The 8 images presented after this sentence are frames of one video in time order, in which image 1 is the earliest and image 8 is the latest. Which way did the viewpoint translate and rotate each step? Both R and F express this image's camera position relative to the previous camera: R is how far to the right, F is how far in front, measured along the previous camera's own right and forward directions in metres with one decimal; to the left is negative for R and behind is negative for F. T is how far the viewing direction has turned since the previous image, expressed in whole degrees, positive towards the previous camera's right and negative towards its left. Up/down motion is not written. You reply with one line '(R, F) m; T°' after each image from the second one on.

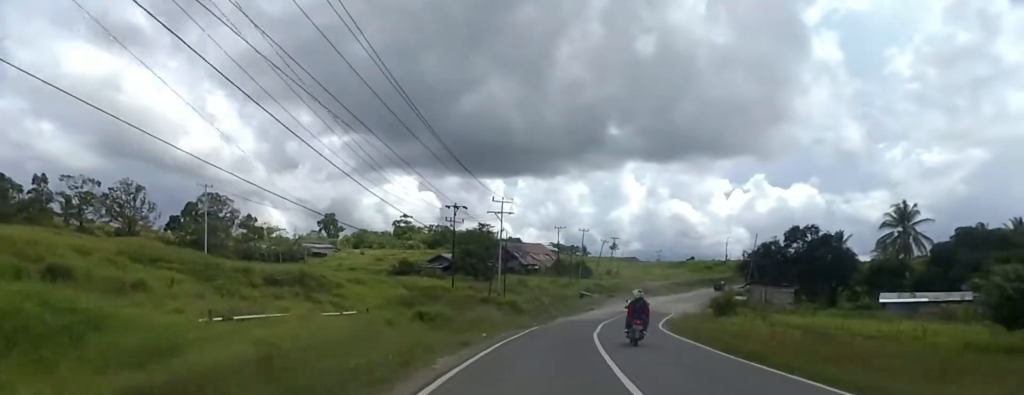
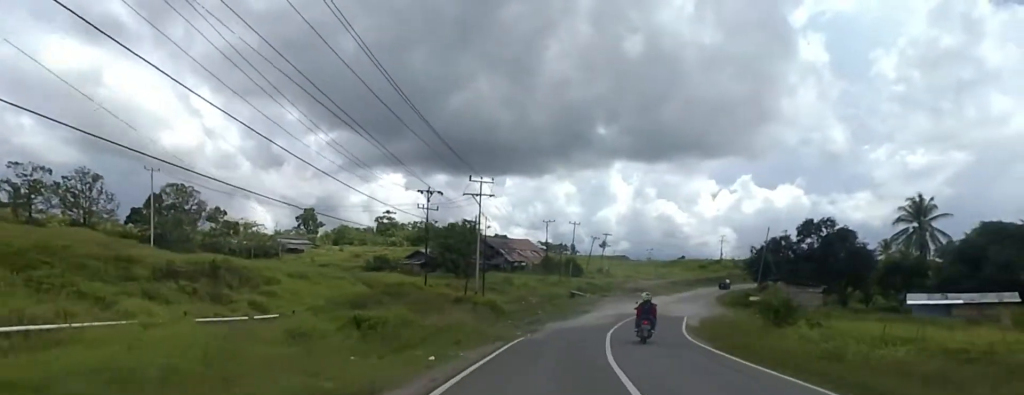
(+0.4, +8.2) m; +3°
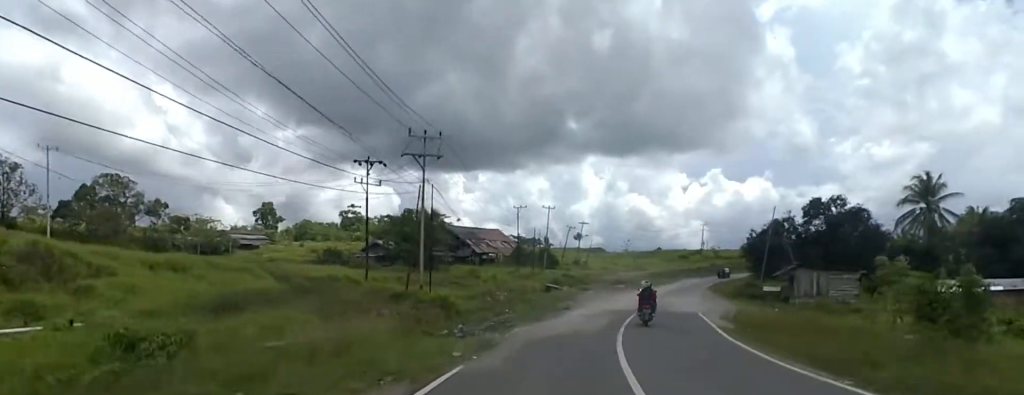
(0.0, +10.4) m; +2°
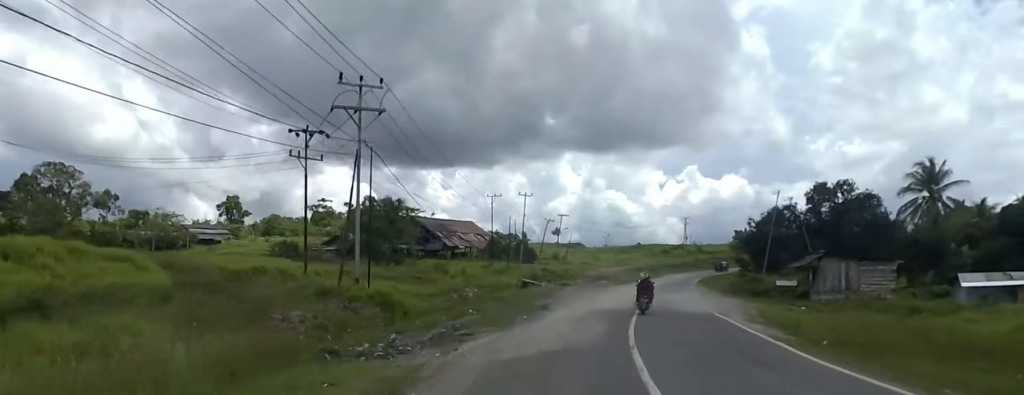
(-0.2, +7.1) m; +5°
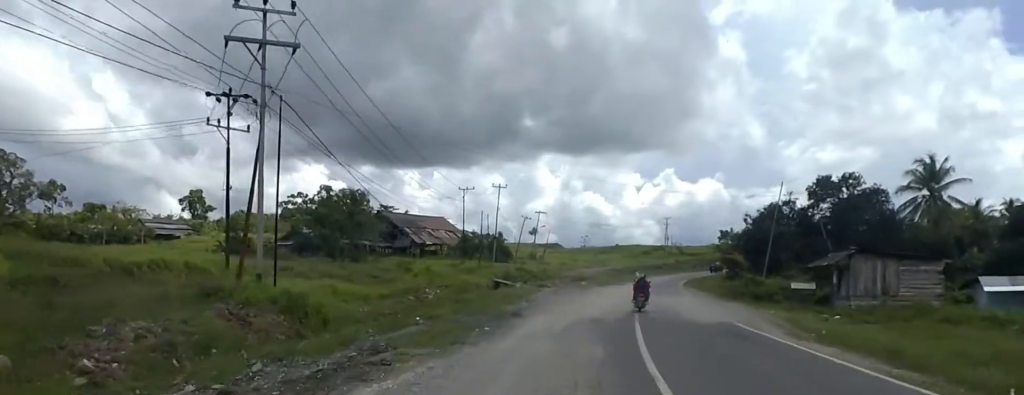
(+0.6, +5.9) m; +1°
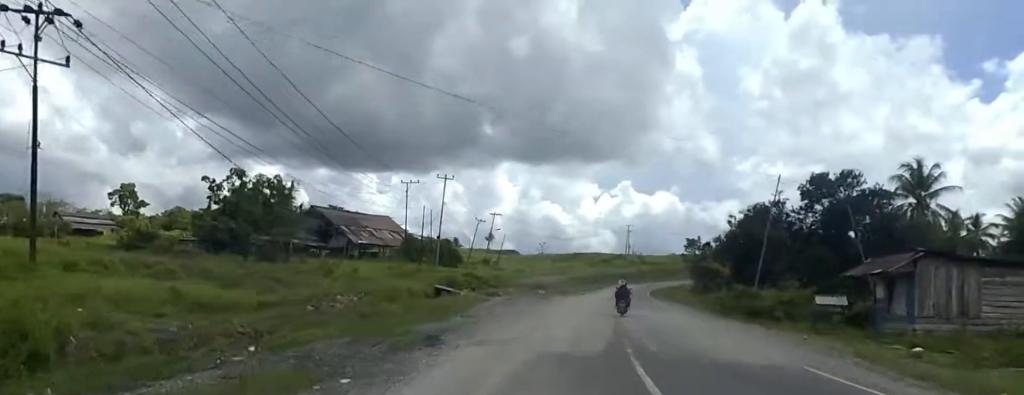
(+0.6, +8.2) m; 0°
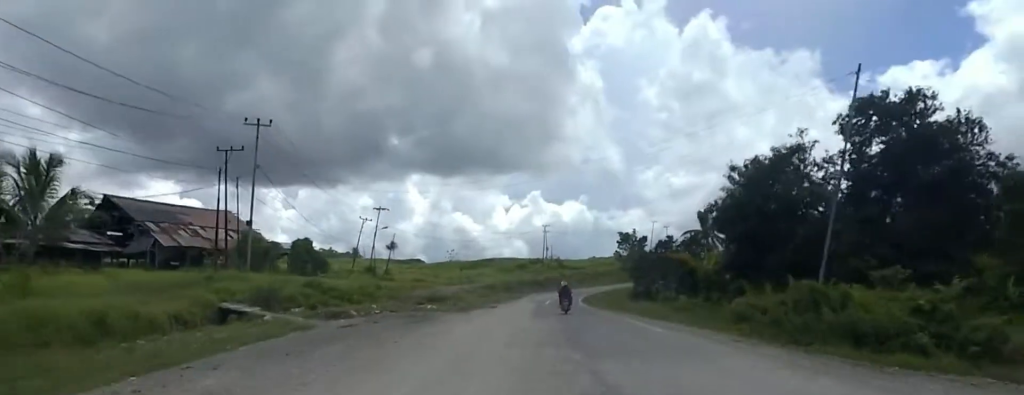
(+0.2, +20.7) m; +8°
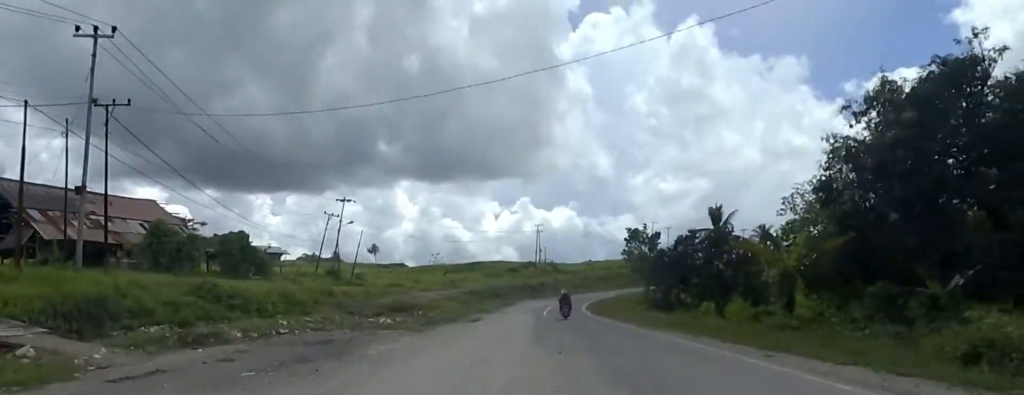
(+0.4, +12.0) m; +1°
